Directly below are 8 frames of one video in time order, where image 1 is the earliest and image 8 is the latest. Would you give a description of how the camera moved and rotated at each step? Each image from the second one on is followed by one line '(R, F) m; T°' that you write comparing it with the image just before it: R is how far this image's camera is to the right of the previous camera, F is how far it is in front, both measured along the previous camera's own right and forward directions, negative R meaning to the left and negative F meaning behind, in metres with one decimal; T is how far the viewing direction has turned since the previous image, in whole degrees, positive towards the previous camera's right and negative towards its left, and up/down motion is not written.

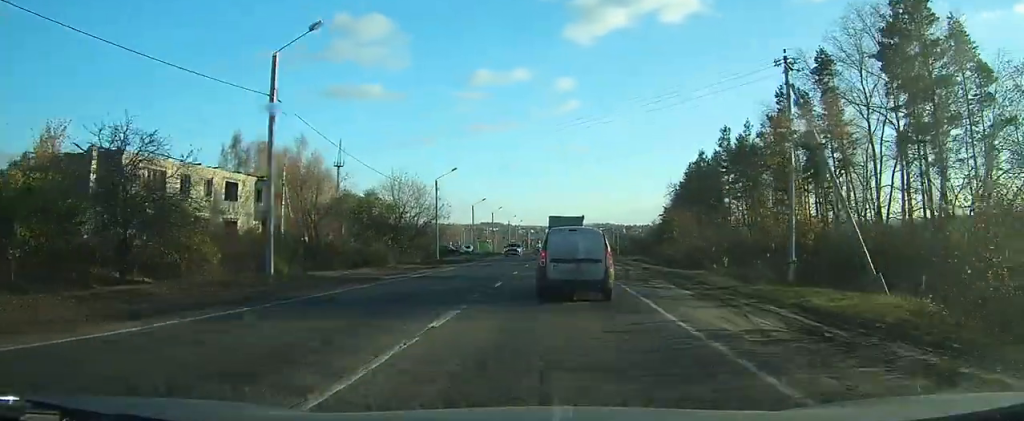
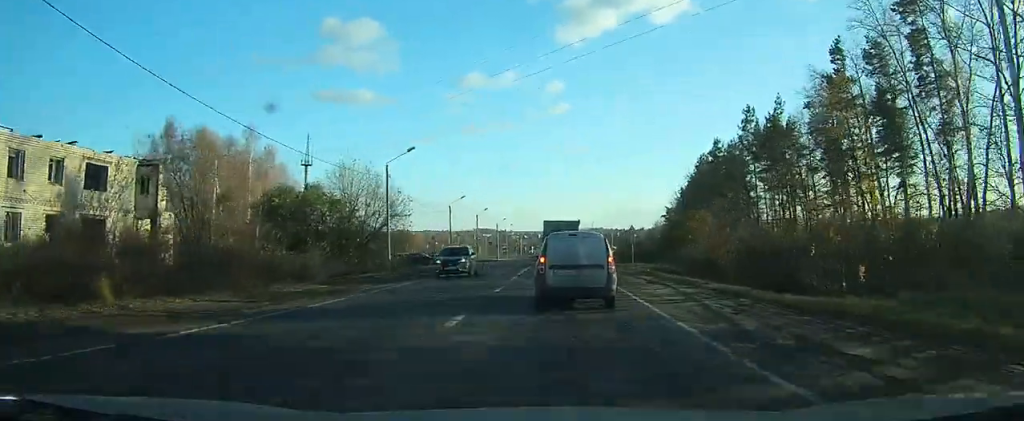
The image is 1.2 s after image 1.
(+0.2, +15.0) m; +1°
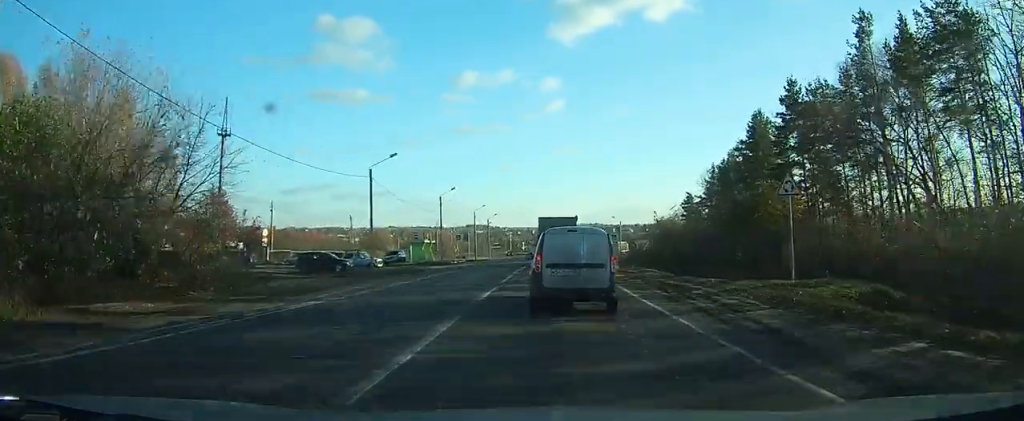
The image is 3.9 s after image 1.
(+0.1, +31.4) m; 0°
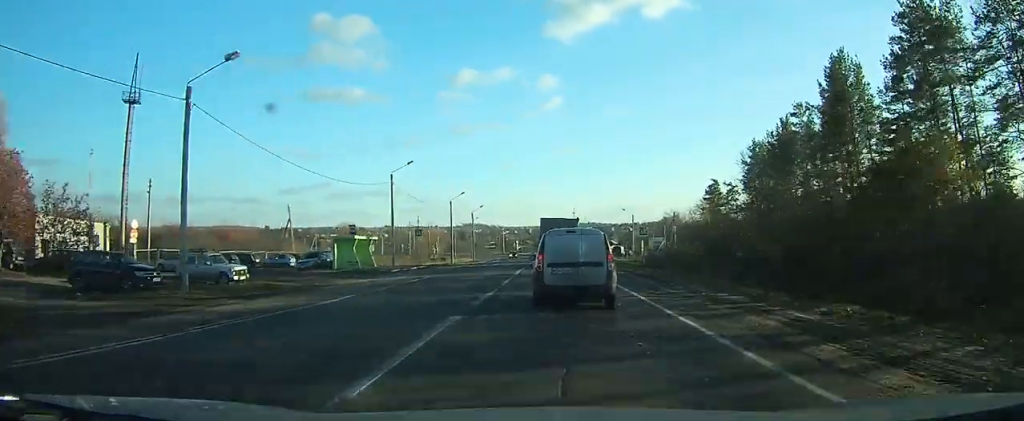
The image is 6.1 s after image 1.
(-0.1, +23.2) m; 0°
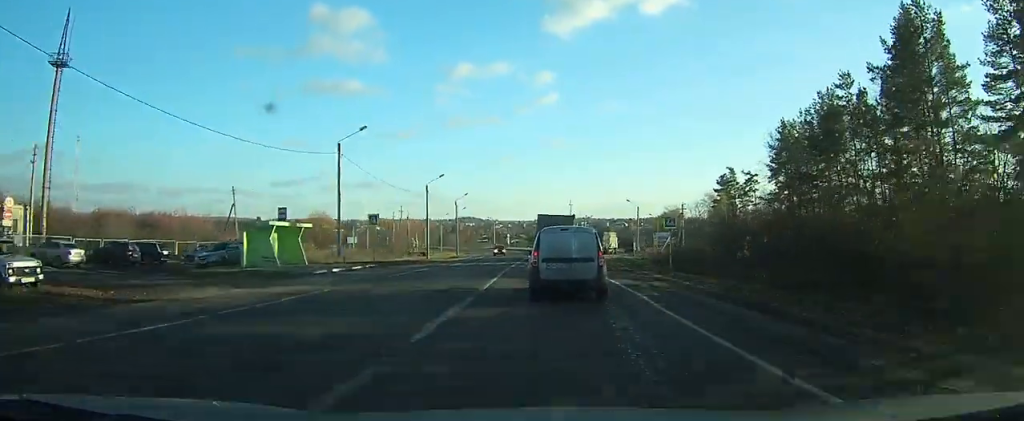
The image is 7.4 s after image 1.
(0.0, +13.0) m; 0°
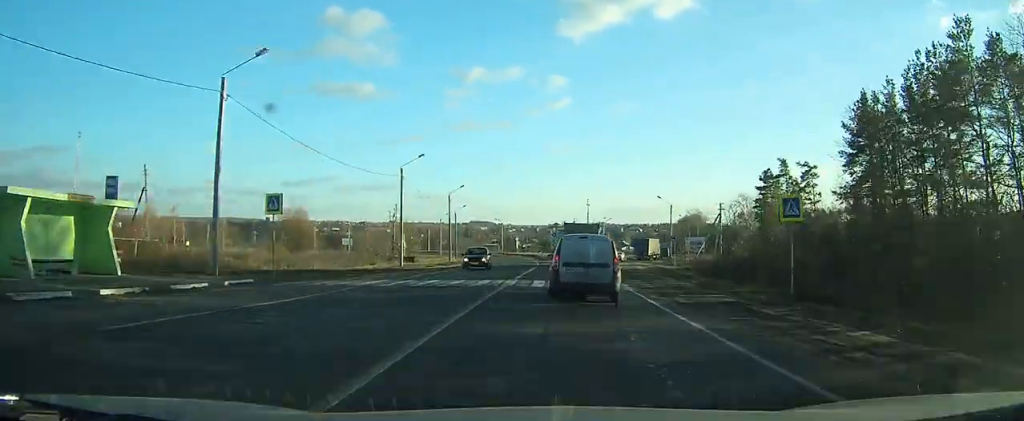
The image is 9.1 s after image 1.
(0.0, +19.4) m; 0°
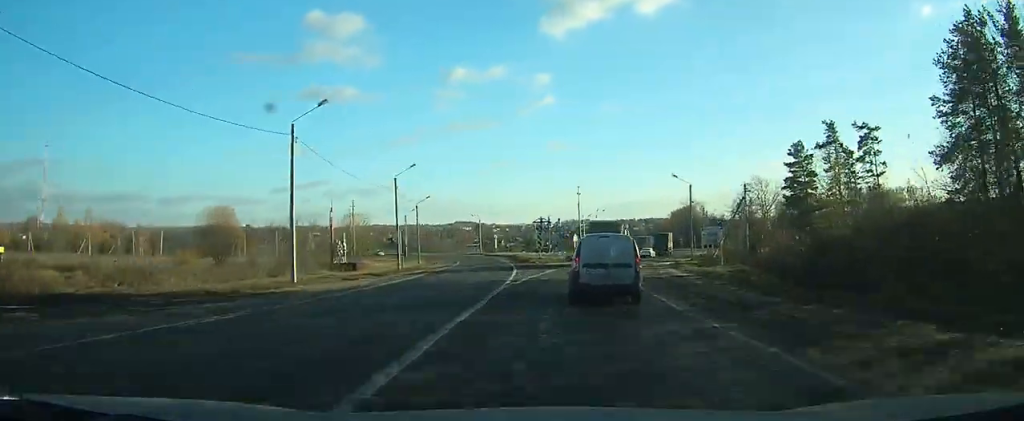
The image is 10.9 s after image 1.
(+0.1, +20.3) m; +3°
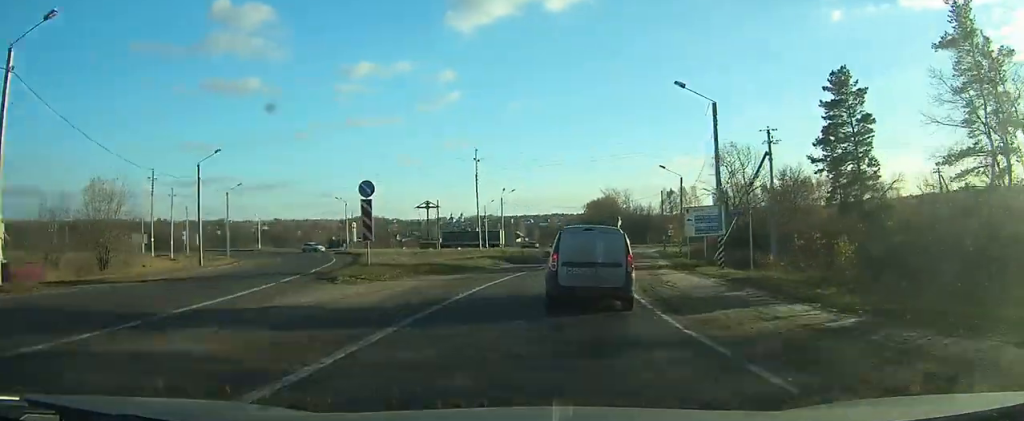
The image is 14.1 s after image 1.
(+2.7, +33.1) m; +9°
